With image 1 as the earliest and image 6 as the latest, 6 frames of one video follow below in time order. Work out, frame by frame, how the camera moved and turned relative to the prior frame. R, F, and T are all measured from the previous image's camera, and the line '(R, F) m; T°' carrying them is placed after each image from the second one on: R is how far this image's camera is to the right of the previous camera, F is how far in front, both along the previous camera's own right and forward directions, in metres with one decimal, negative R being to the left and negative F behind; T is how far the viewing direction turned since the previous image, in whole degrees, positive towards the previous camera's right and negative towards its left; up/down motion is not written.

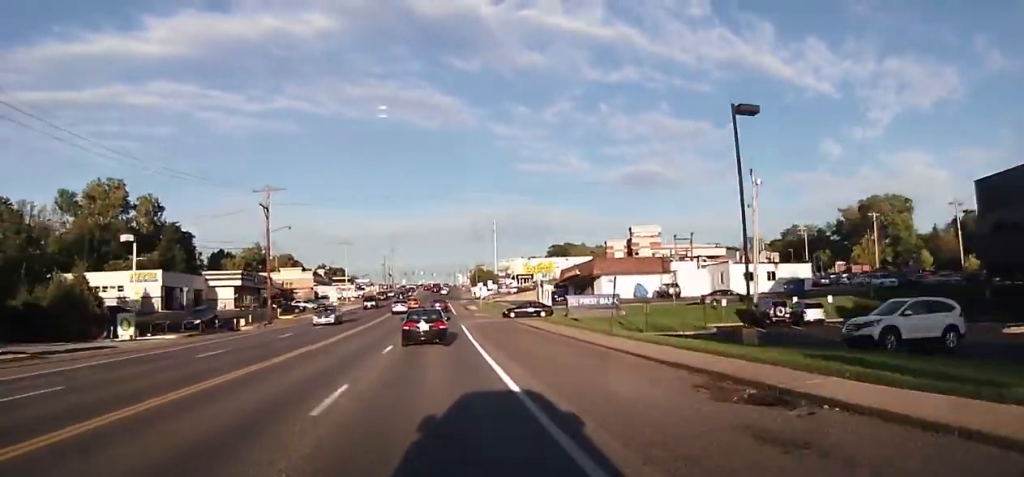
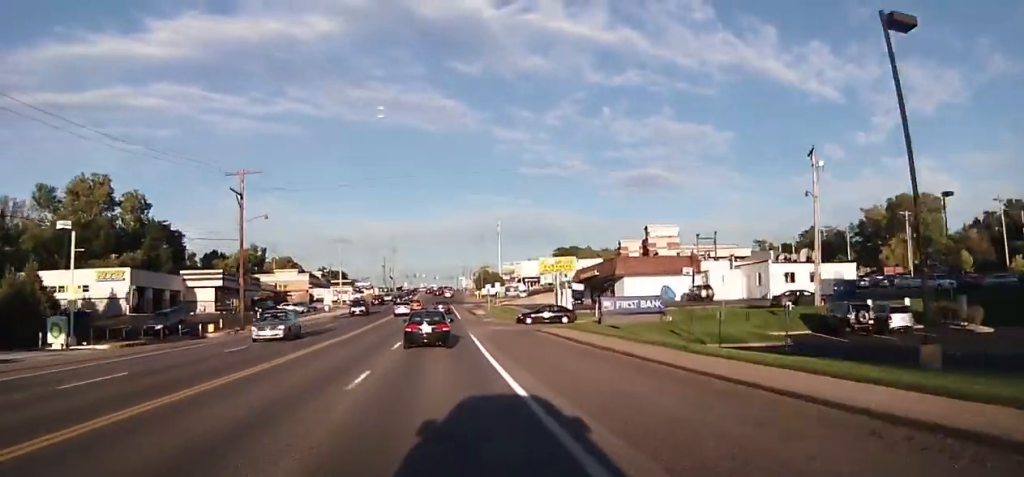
(+0.5, +9.2) m; +1°
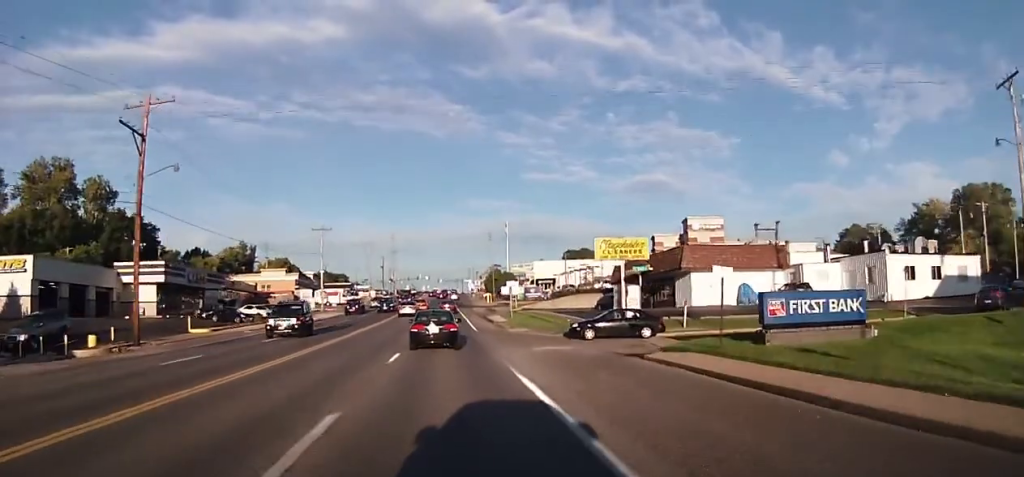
(0.0, +19.4) m; -1°
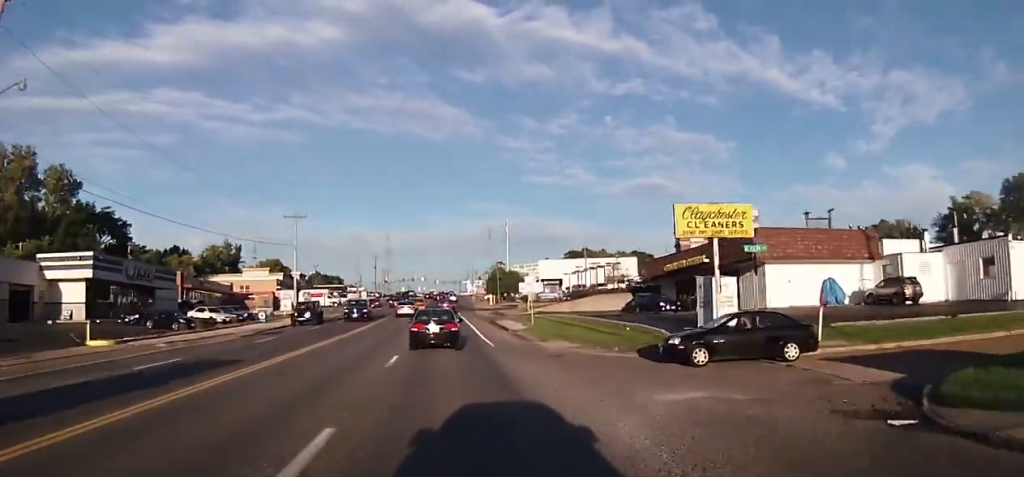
(-0.1, +14.0) m; 0°
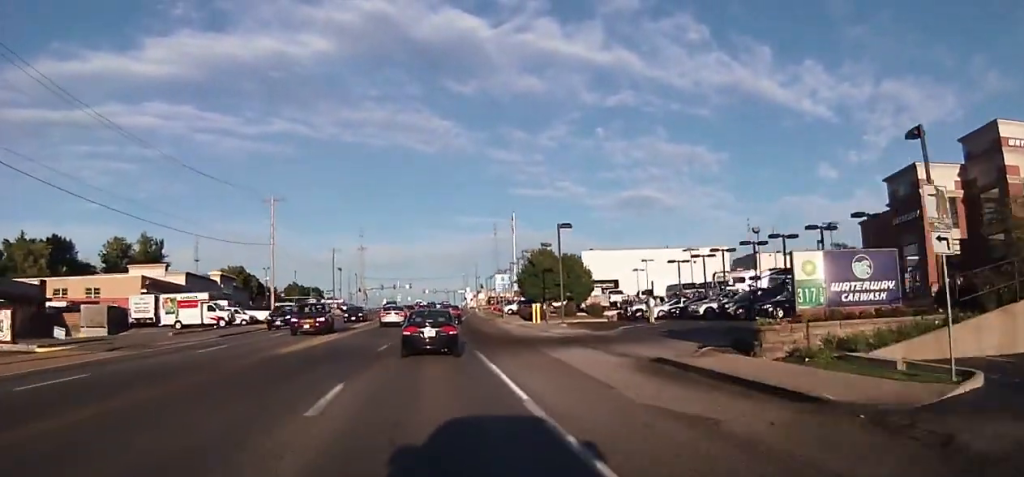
(+0.6, +57.8) m; +1°
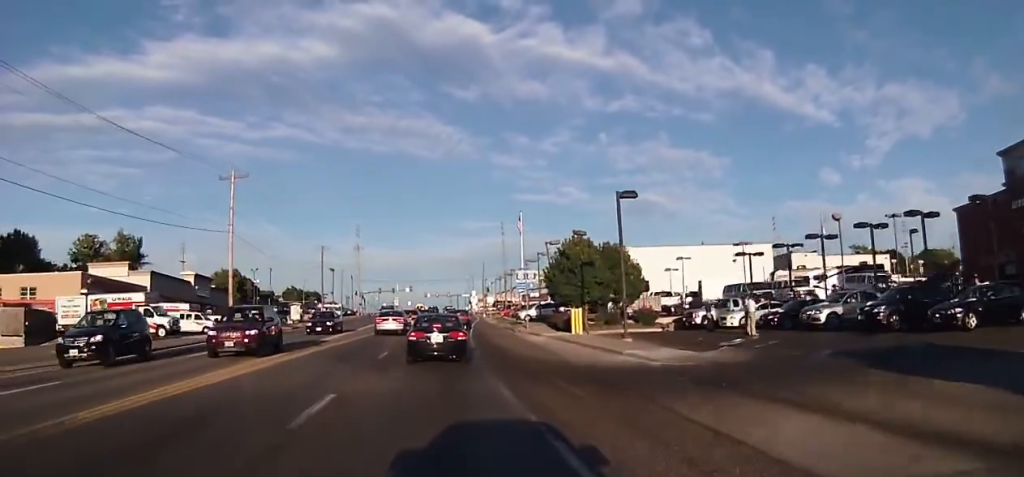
(+0.3, +14.1) m; +1°
